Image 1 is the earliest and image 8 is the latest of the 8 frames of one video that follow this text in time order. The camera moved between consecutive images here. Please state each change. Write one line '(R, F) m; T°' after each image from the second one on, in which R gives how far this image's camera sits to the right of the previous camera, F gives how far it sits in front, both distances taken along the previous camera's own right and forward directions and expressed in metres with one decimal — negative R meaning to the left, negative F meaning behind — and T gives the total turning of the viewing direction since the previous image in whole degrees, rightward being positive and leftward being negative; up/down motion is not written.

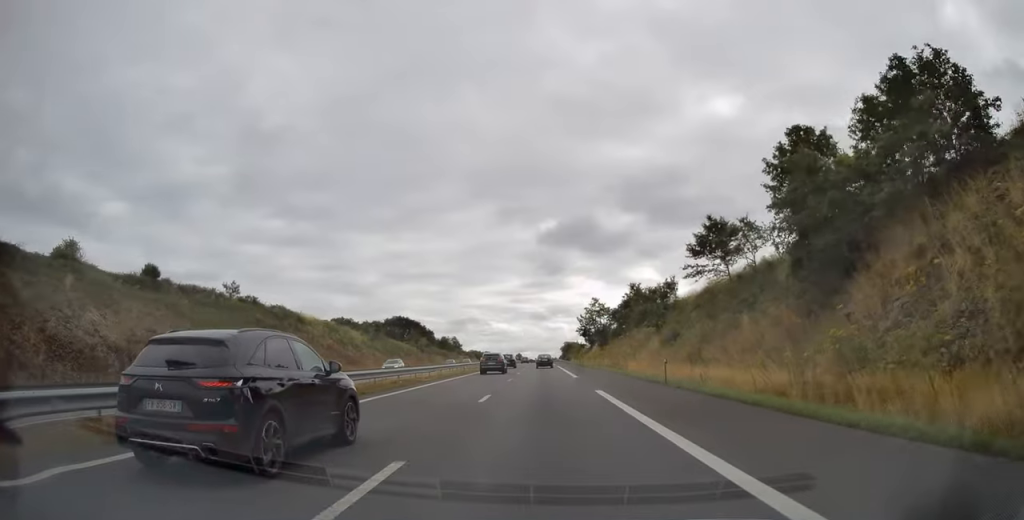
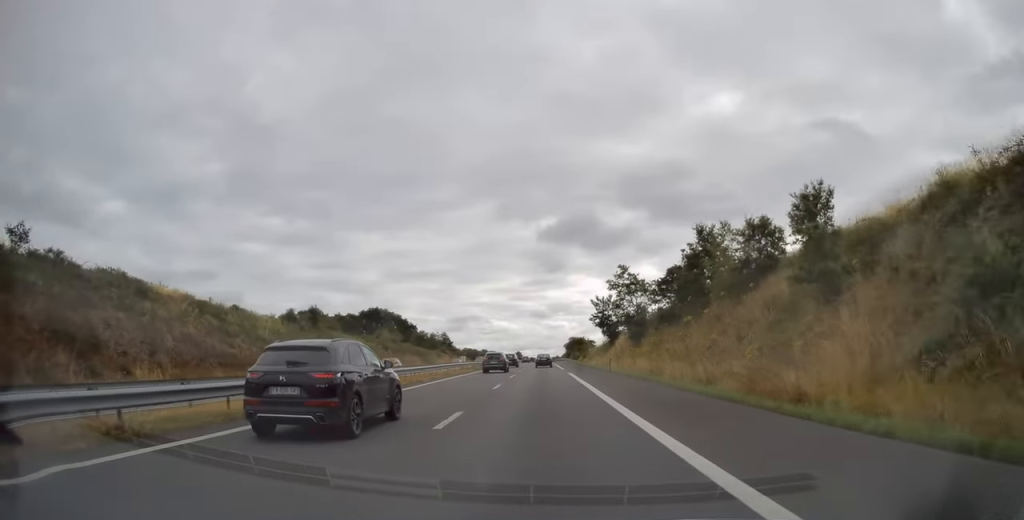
(+0.2, +31.8) m; 0°
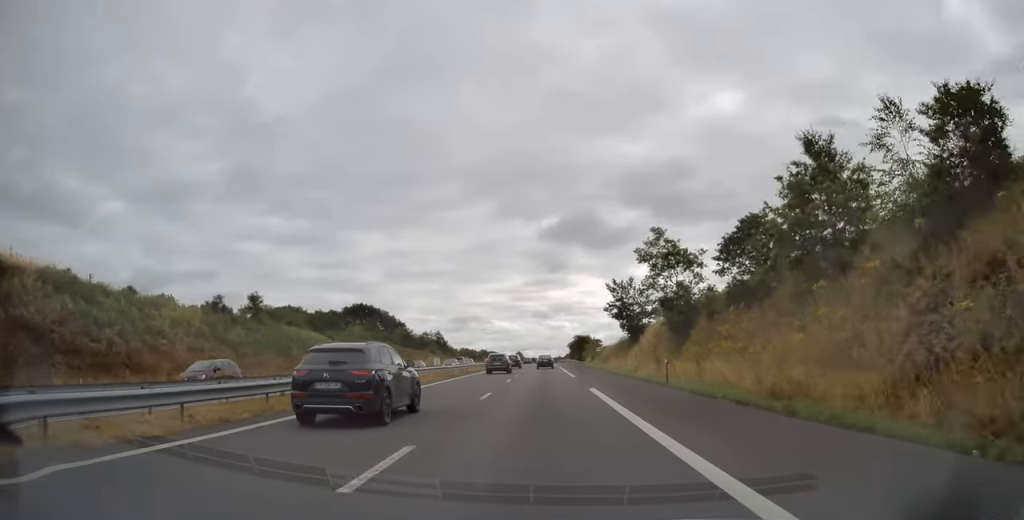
(+0.2, +17.9) m; 0°
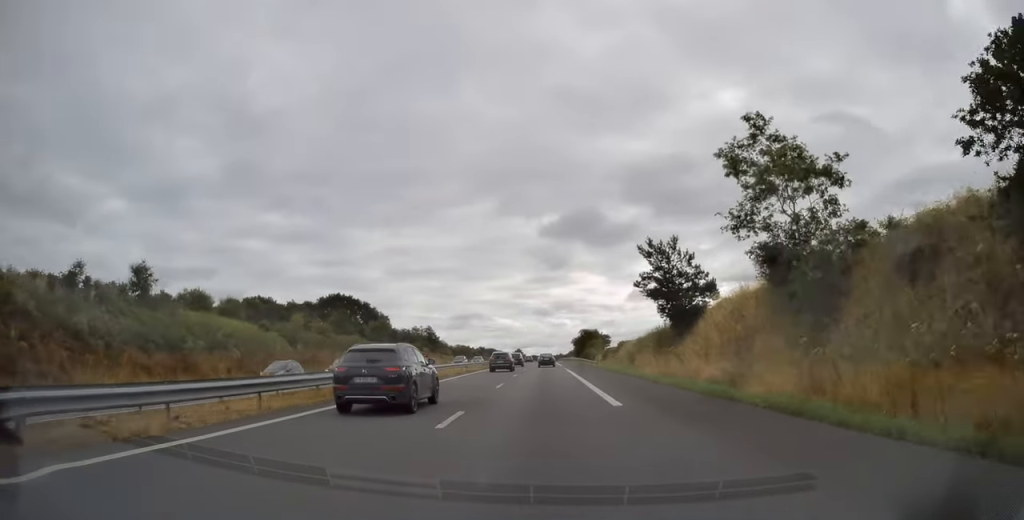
(-0.2, +20.4) m; 0°
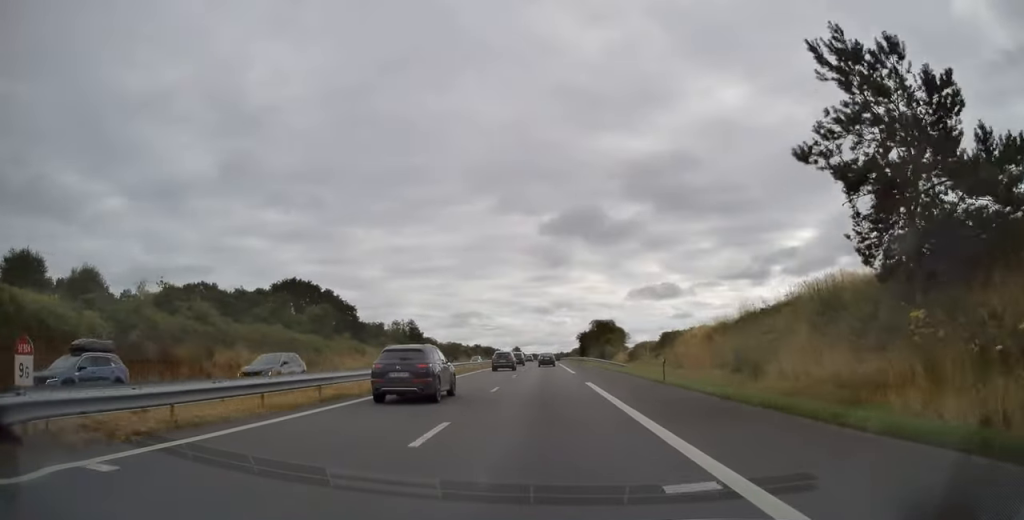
(-0.1, +27.9) m; 0°
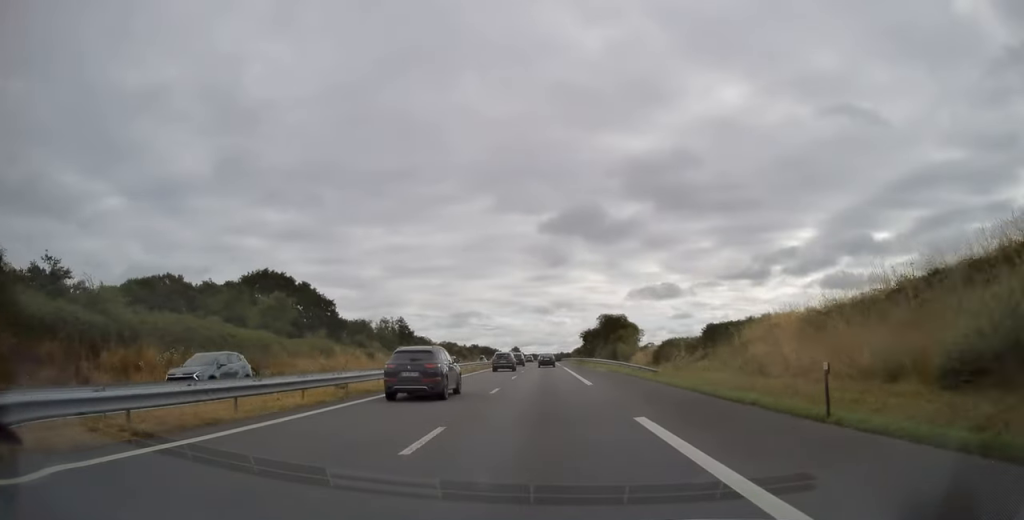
(0.0, +13.5) m; 0°
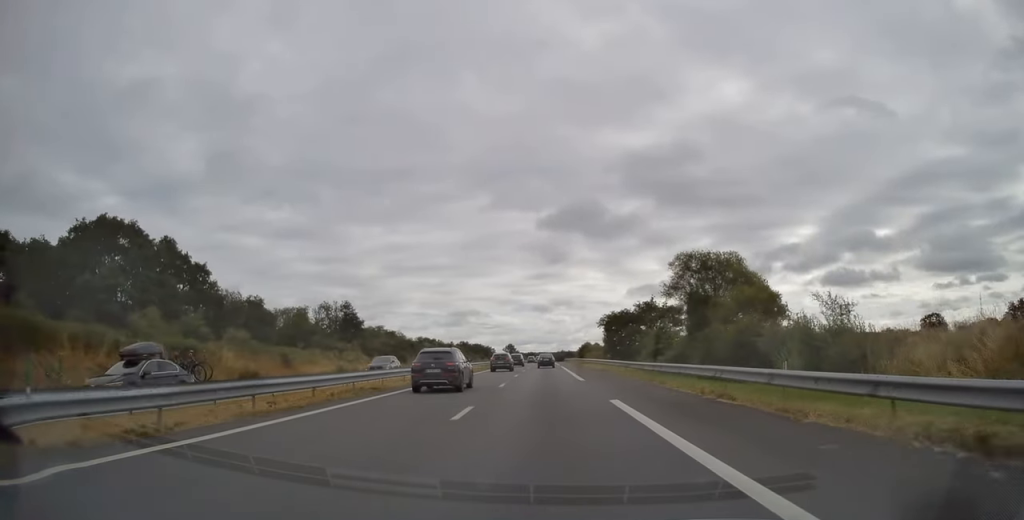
(0.0, +46.9) m; 0°
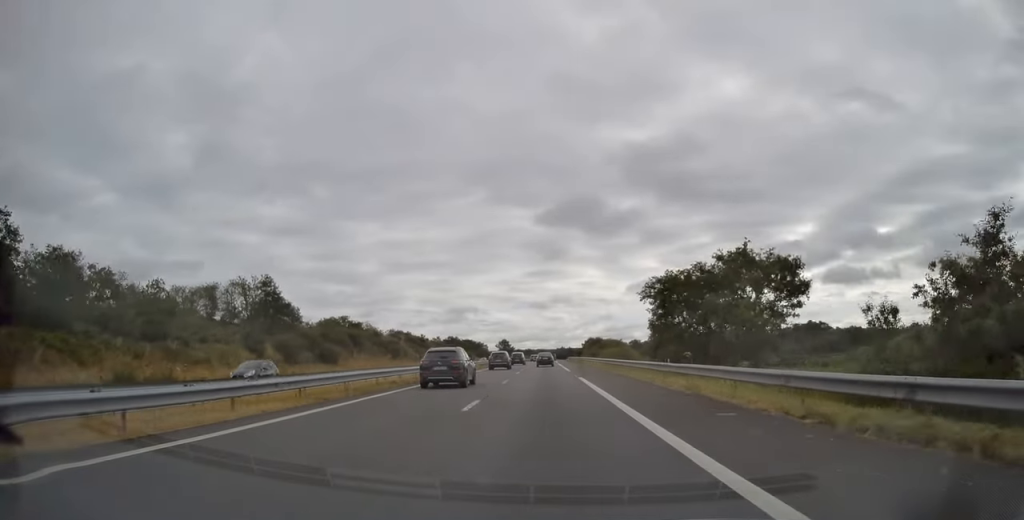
(0.0, +36.9) m; 0°
